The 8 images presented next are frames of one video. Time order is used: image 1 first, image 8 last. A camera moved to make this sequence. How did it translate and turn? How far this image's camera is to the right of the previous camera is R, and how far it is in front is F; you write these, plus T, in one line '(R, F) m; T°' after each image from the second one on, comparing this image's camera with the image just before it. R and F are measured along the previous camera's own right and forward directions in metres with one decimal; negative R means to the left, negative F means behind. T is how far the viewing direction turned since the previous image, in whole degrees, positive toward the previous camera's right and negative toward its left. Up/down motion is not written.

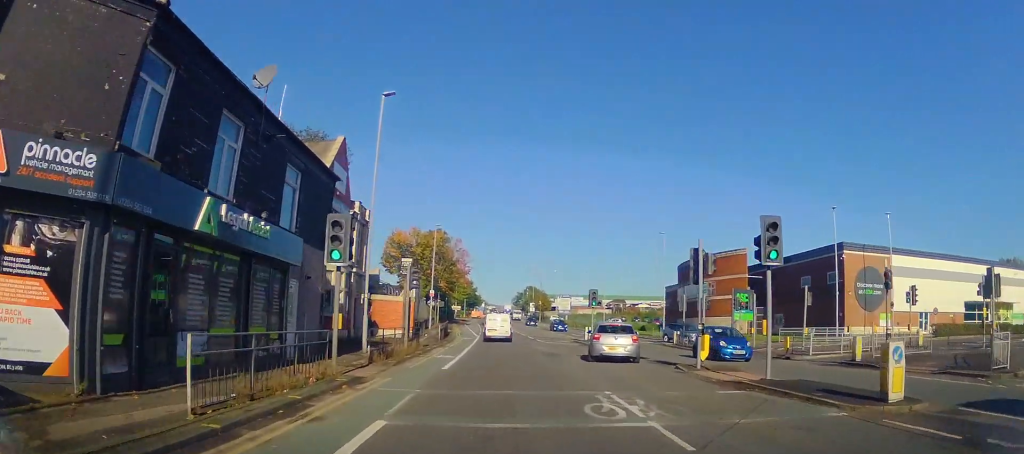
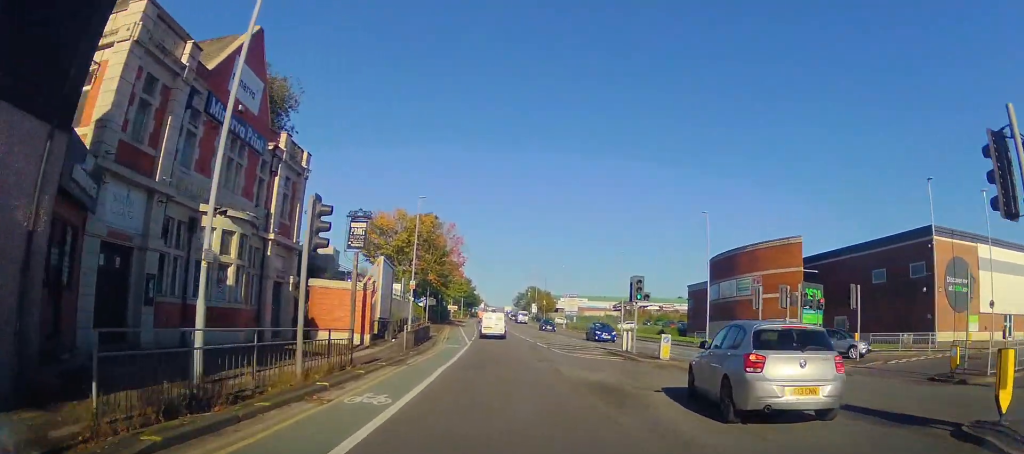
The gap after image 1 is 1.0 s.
(0.0, +12.1) m; +1°
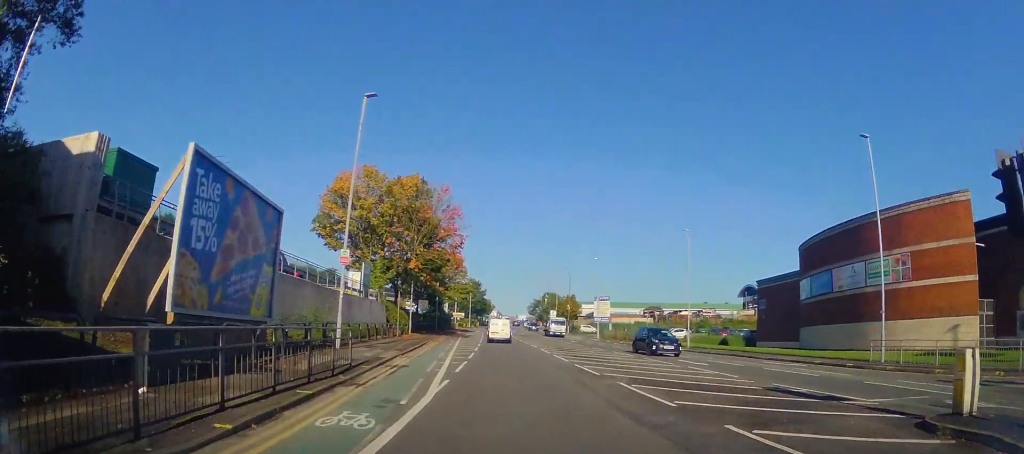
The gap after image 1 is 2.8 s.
(-0.2, +21.0) m; -3°
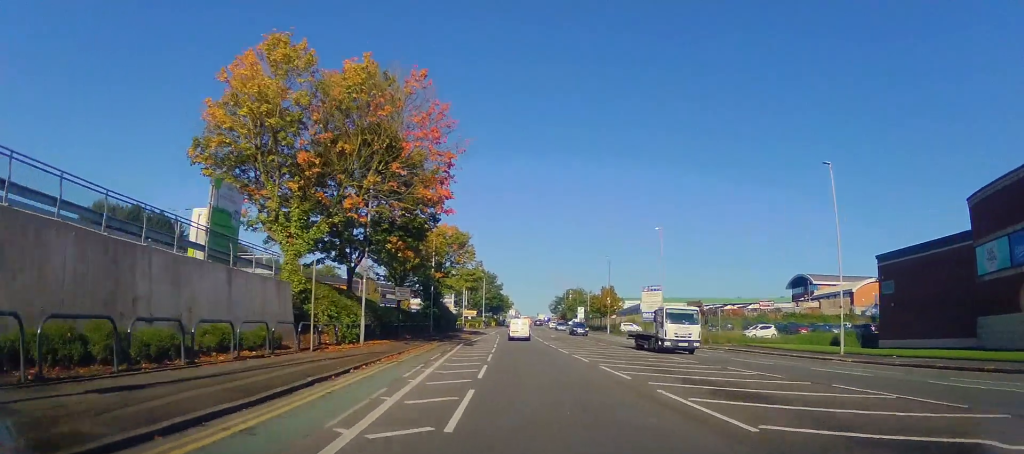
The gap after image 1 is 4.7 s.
(-0.7, +21.8) m; -2°
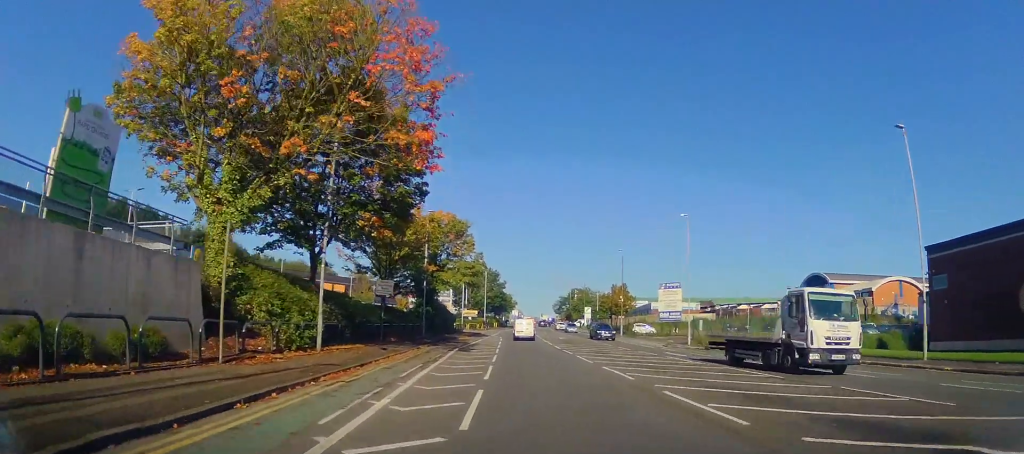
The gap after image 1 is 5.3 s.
(0.0, +6.8) m; +1°
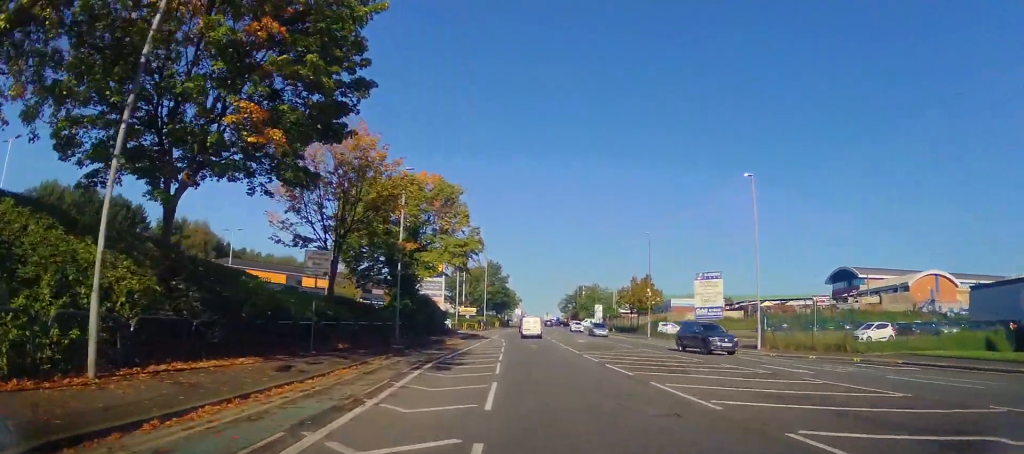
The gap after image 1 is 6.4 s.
(+0.2, +12.2) m; +1°
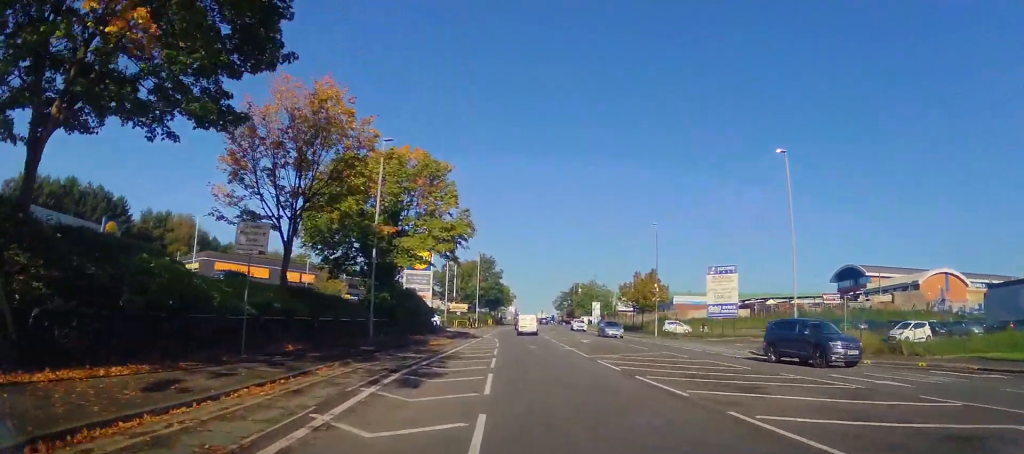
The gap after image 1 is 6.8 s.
(0.0, +5.1) m; -1°
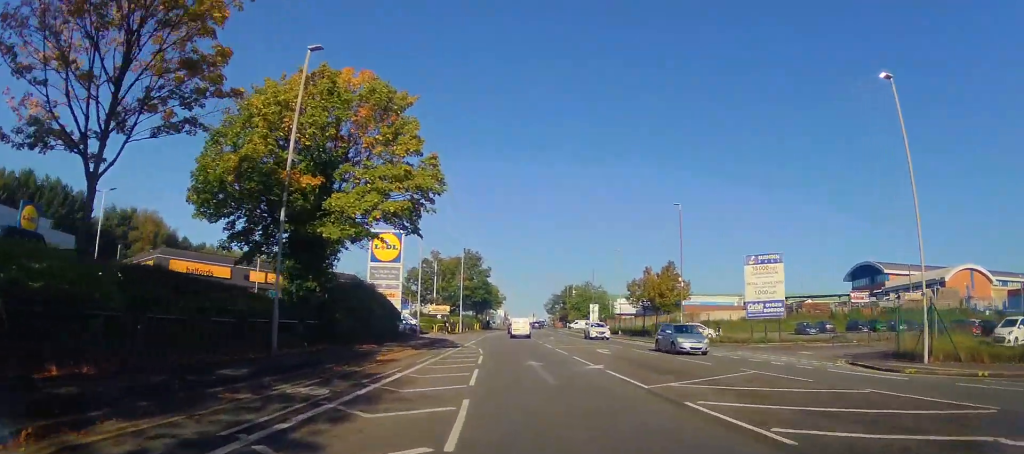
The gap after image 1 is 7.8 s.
(-0.1, +10.7) m; -1°
